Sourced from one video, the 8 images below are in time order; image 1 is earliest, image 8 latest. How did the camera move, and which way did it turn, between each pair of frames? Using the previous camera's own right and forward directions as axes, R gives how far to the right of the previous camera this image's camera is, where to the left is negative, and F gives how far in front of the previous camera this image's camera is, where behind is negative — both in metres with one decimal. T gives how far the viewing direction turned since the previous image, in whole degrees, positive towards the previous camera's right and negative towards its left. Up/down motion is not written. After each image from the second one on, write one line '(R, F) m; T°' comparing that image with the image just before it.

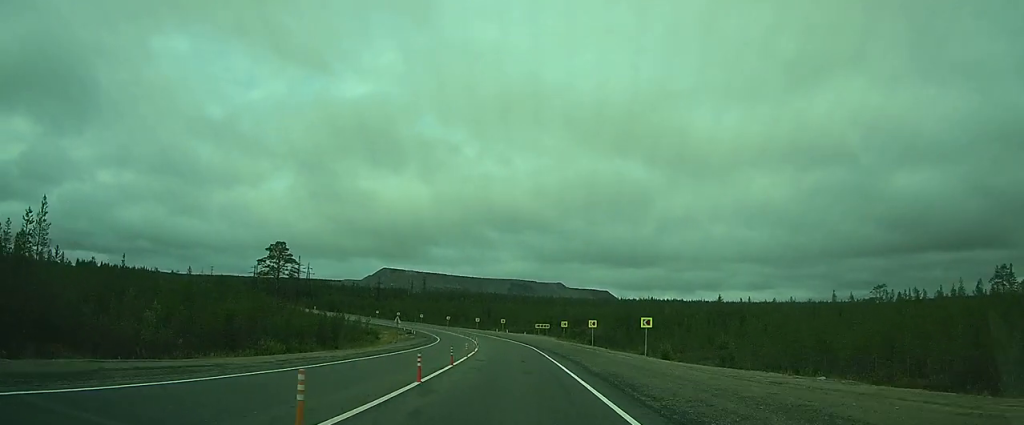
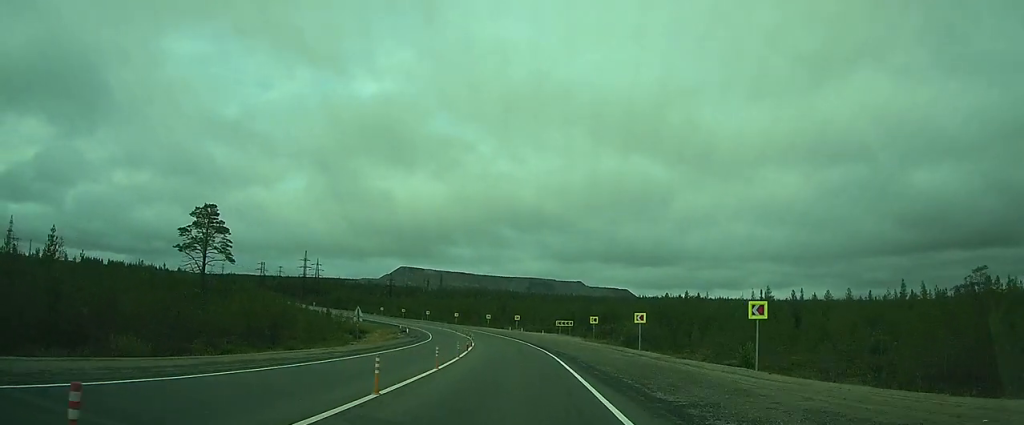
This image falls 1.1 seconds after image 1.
(-0.4, +17.9) m; -7°
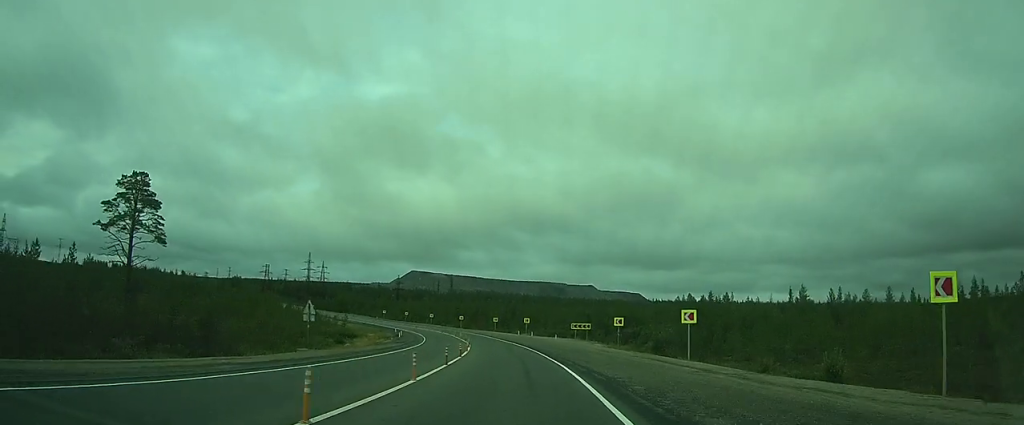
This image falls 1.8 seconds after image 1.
(-1.0, +10.3) m; -3°
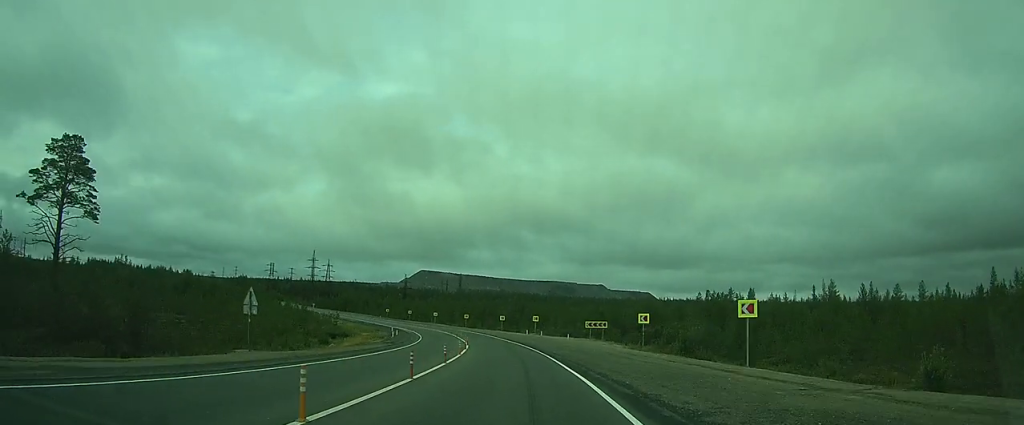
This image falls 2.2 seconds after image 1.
(-0.1, +7.2) m; -1°
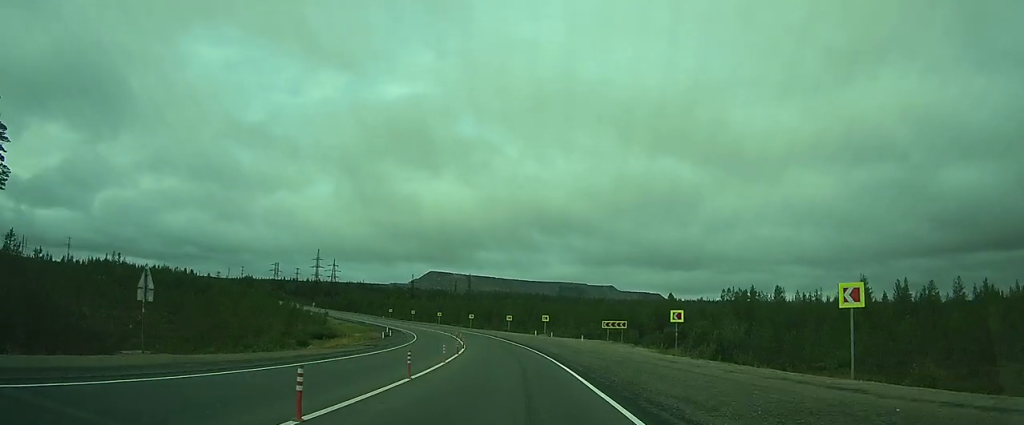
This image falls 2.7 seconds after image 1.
(+0.2, +7.1) m; 0°
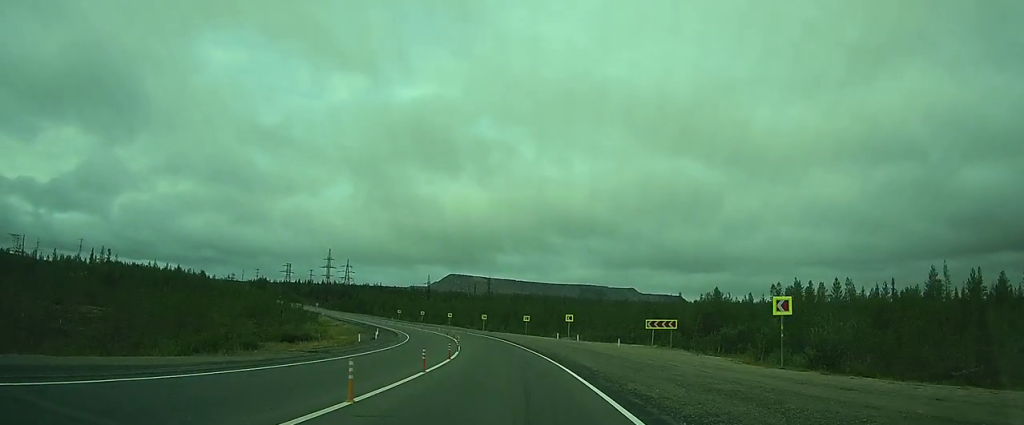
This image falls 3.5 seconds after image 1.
(0.0, +12.3) m; 0°
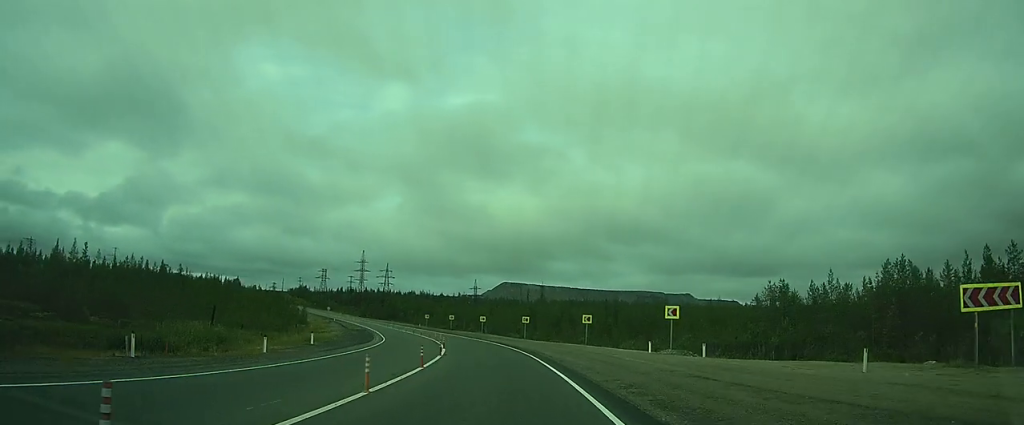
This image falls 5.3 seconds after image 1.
(0.0, +28.1) m; -1°
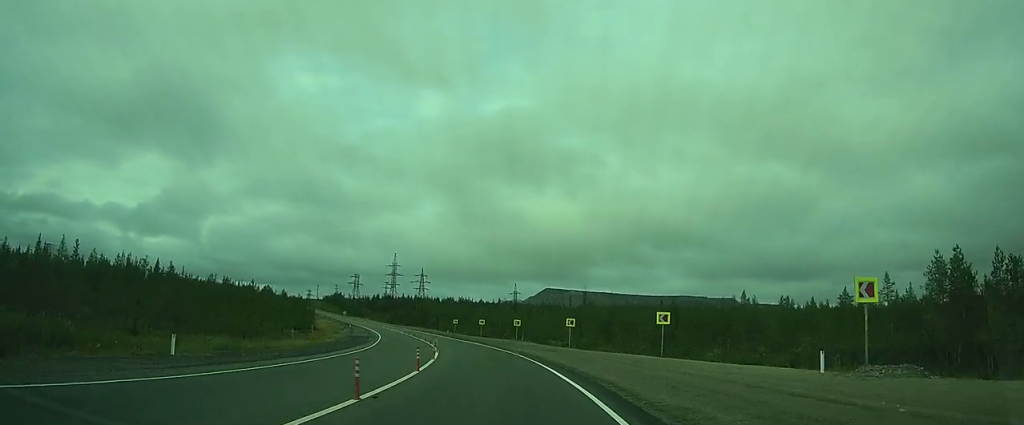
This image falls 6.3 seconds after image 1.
(-0.3, +16.8) m; -5°
